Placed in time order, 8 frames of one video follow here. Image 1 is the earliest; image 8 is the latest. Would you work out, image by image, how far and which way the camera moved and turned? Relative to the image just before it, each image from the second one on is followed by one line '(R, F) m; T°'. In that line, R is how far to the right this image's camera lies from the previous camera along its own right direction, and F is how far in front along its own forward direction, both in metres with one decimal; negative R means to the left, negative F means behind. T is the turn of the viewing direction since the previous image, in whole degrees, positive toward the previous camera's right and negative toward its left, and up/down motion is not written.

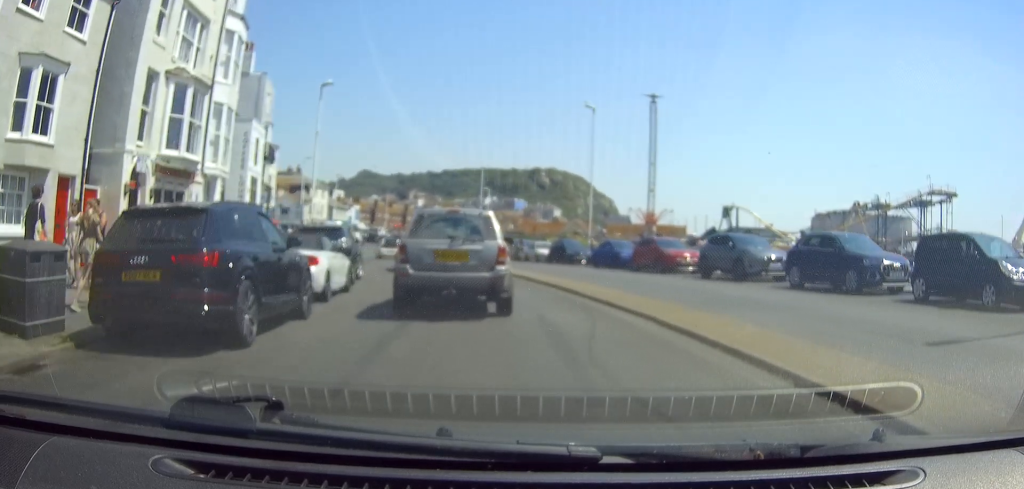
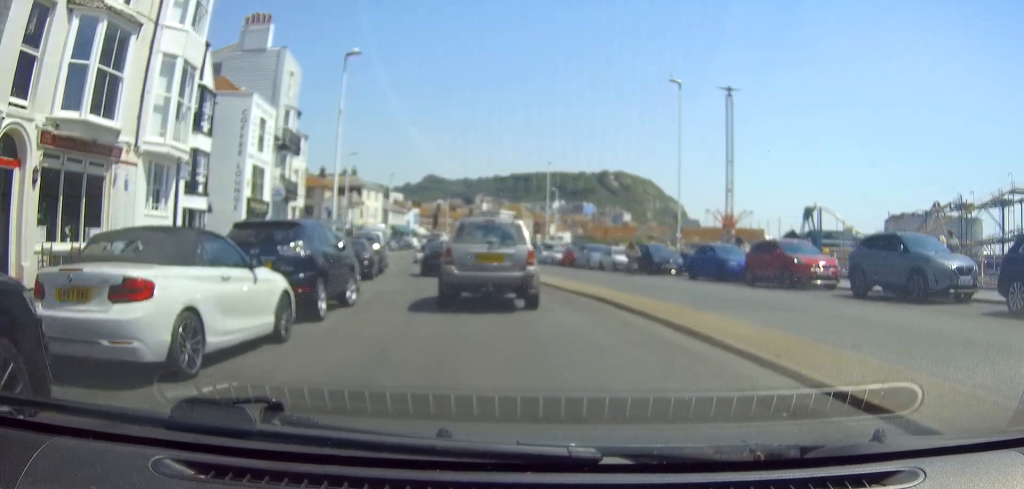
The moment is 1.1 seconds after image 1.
(-0.1, +7.9) m; -3°
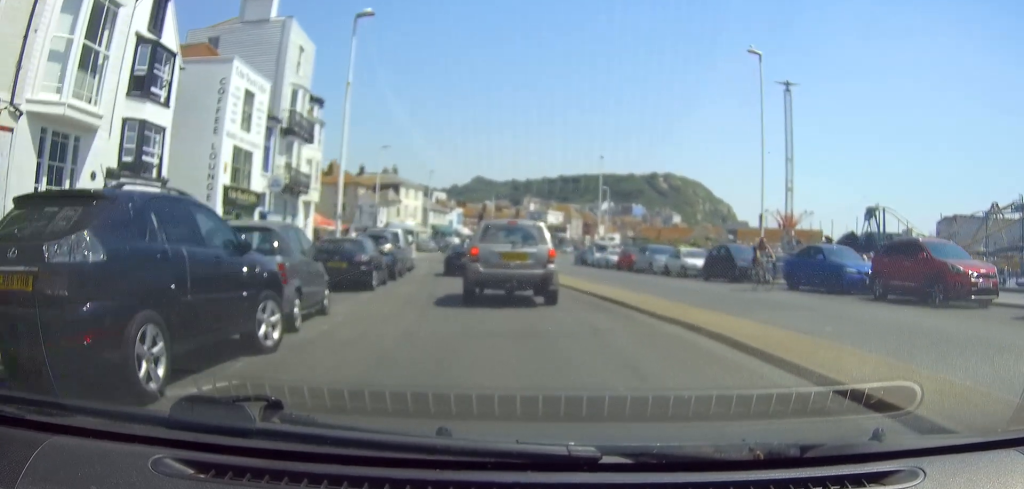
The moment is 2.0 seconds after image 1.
(-0.2, +6.4) m; -2°
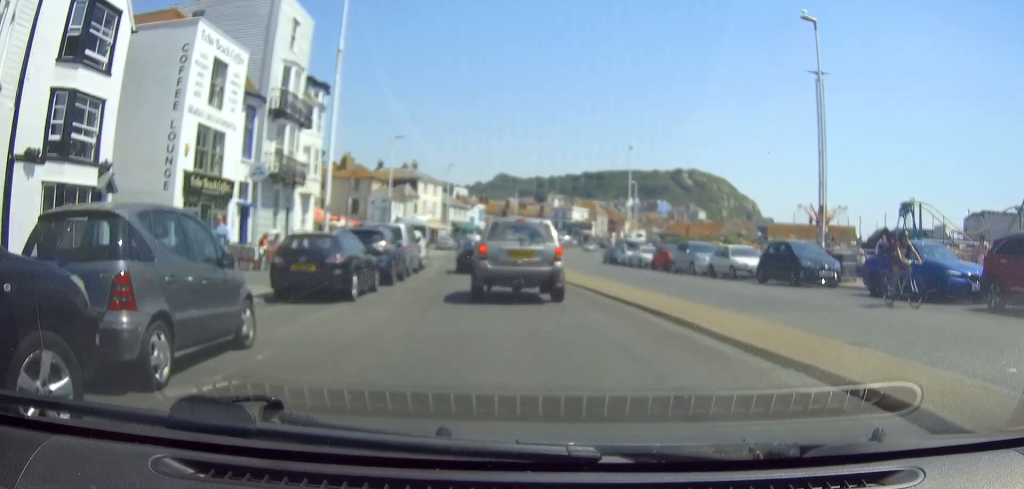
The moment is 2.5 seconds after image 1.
(-0.1, +4.3) m; -2°
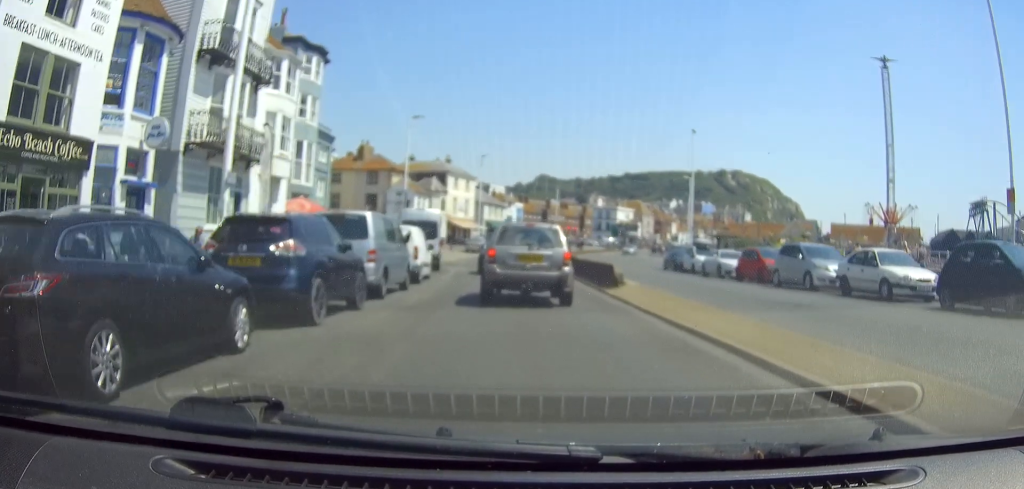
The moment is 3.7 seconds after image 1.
(-0.5, +9.8) m; -5°
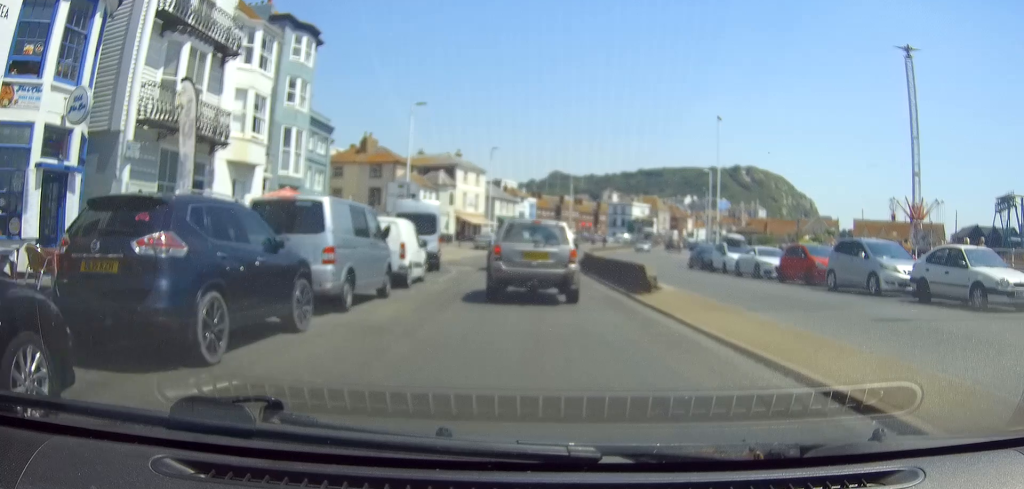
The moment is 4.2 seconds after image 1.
(-0.1, +3.9) m; -2°
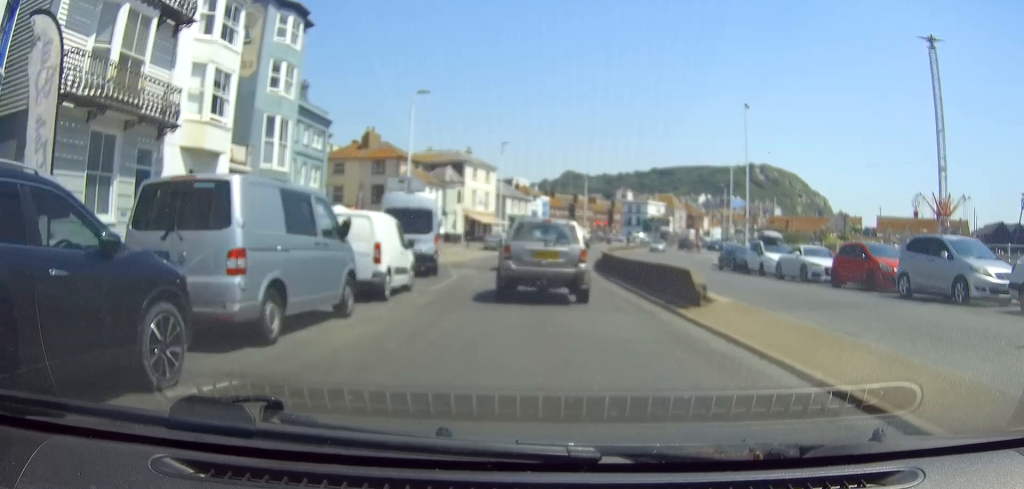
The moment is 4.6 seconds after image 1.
(0.0, +3.9) m; -2°
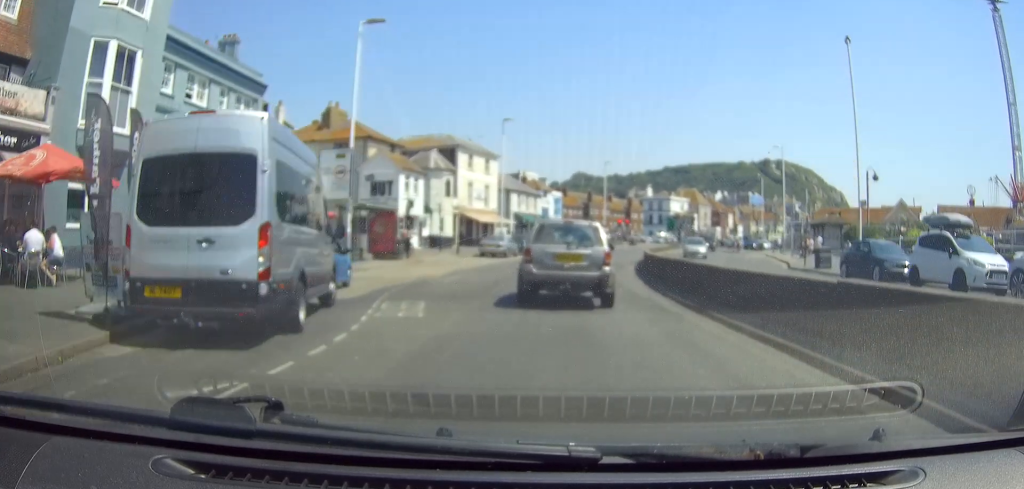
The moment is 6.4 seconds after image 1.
(-0.8, +14.4) m; -4°
